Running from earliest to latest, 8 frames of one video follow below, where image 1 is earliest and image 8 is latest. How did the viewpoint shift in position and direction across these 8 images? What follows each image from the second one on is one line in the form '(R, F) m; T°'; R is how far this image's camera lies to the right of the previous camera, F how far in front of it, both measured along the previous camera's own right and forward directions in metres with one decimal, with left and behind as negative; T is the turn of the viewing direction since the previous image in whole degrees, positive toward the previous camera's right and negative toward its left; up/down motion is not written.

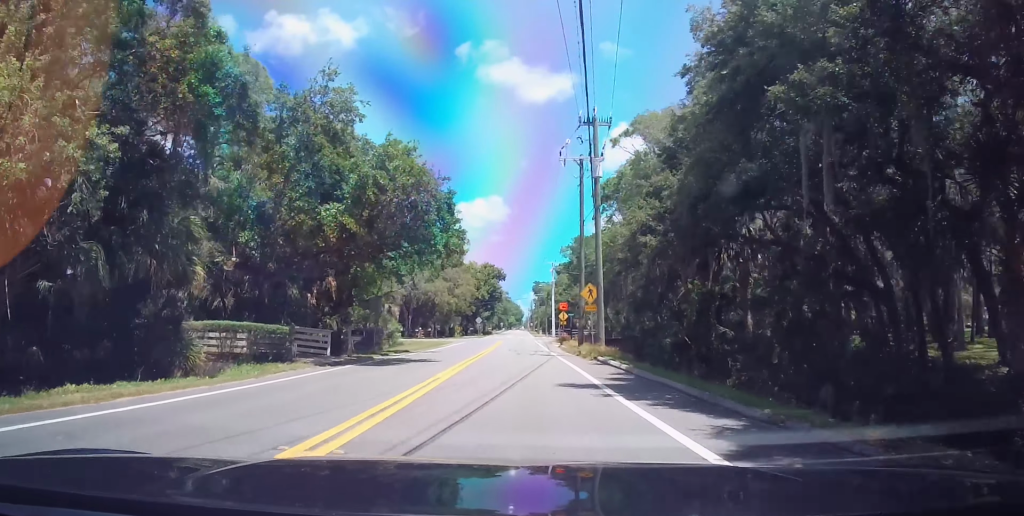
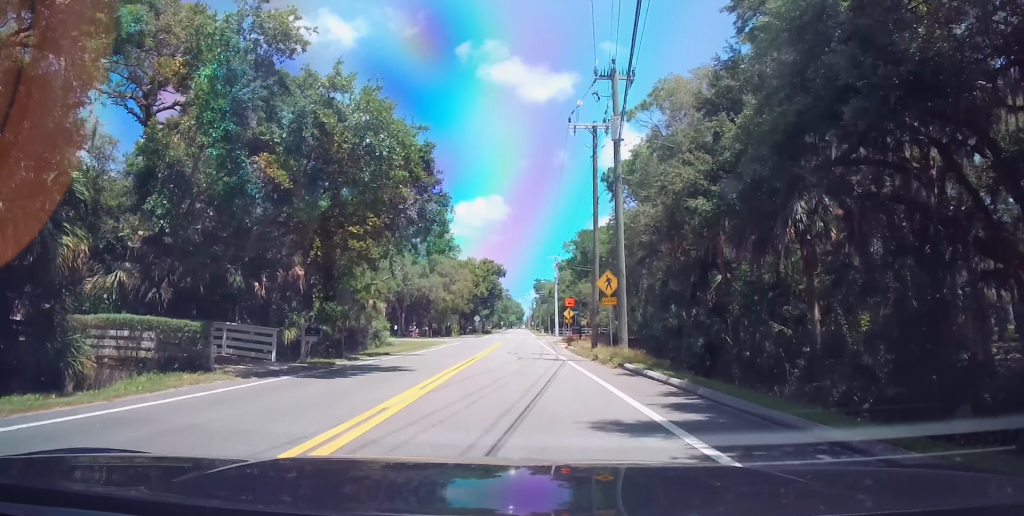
(+0.1, +6.2) m; +1°
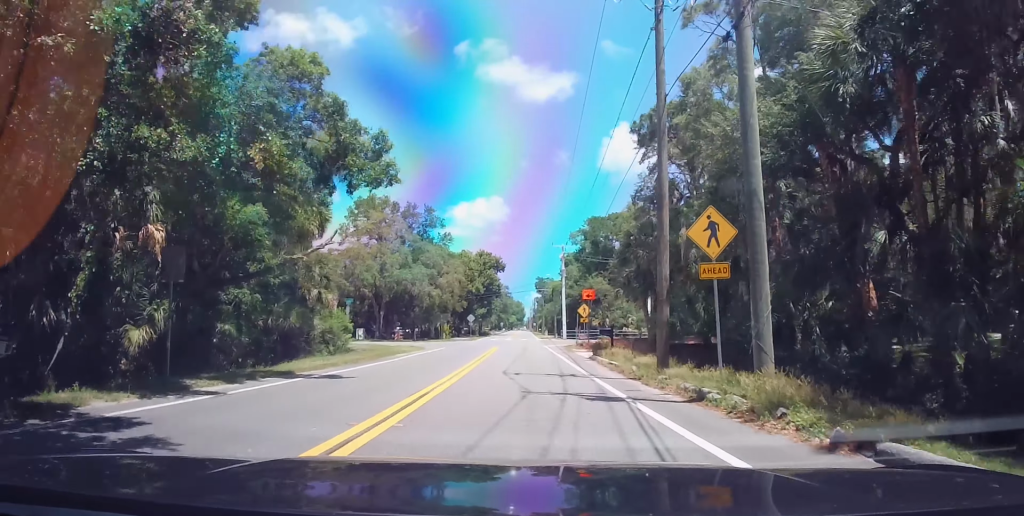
(+0.1, +14.2) m; +1°
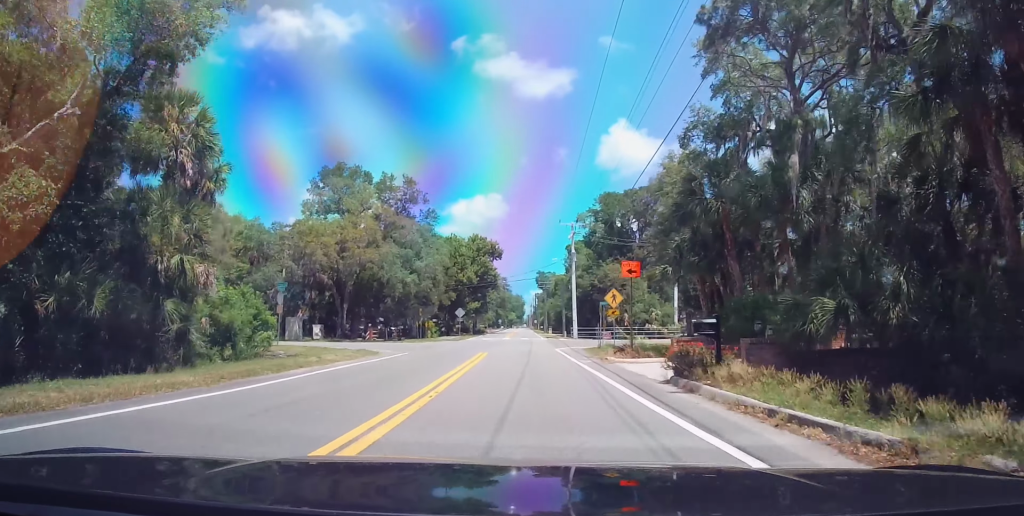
(0.0, +15.5) m; 0°
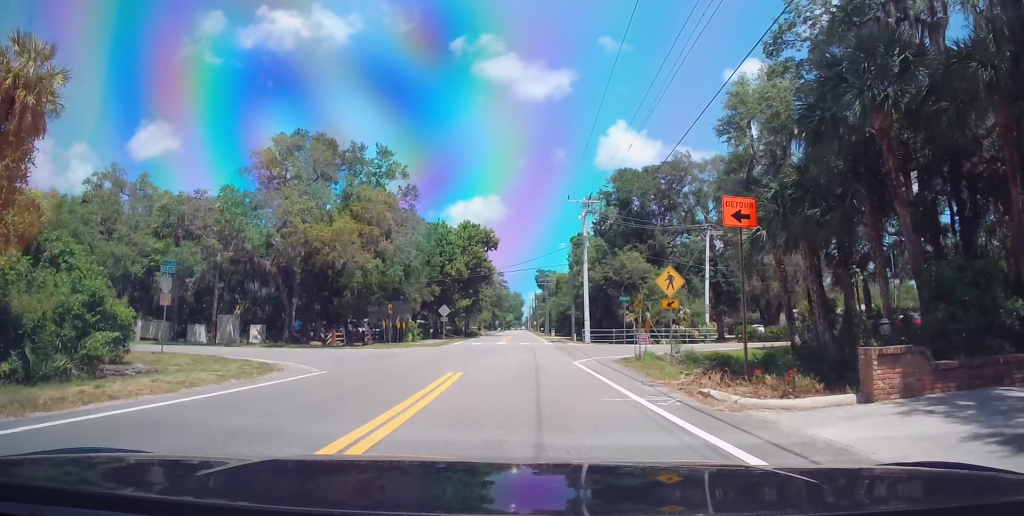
(0.0, +13.0) m; -2°
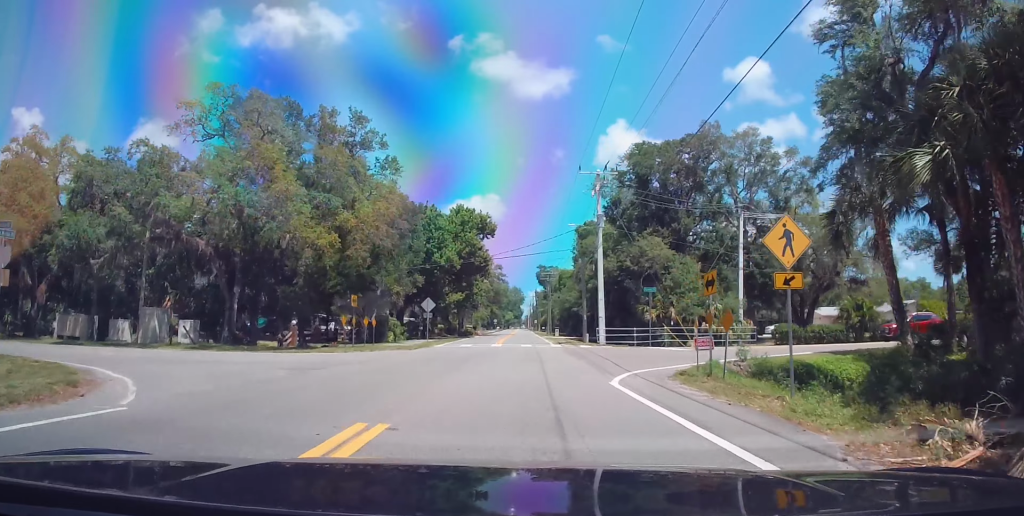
(-0.2, +9.7) m; 0°
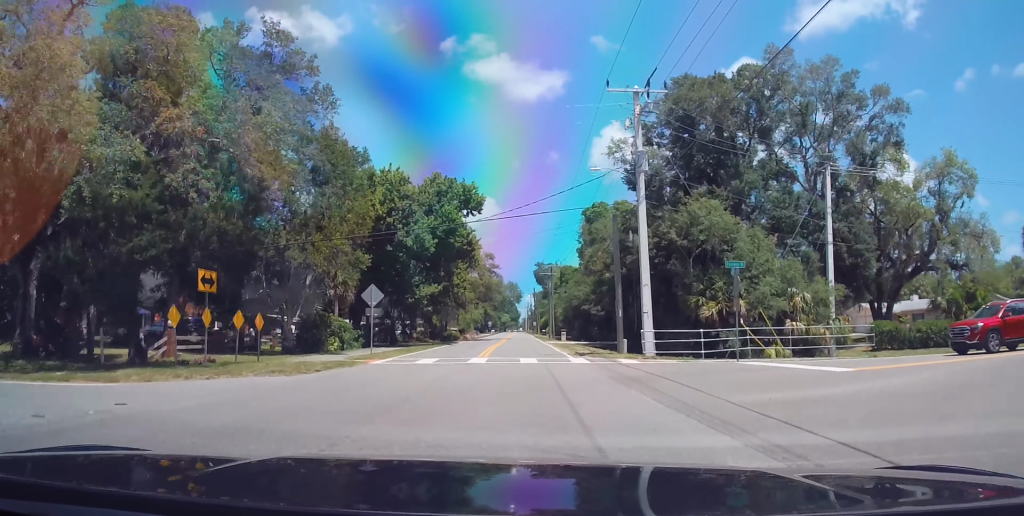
(+0.1, +16.5) m; +1°
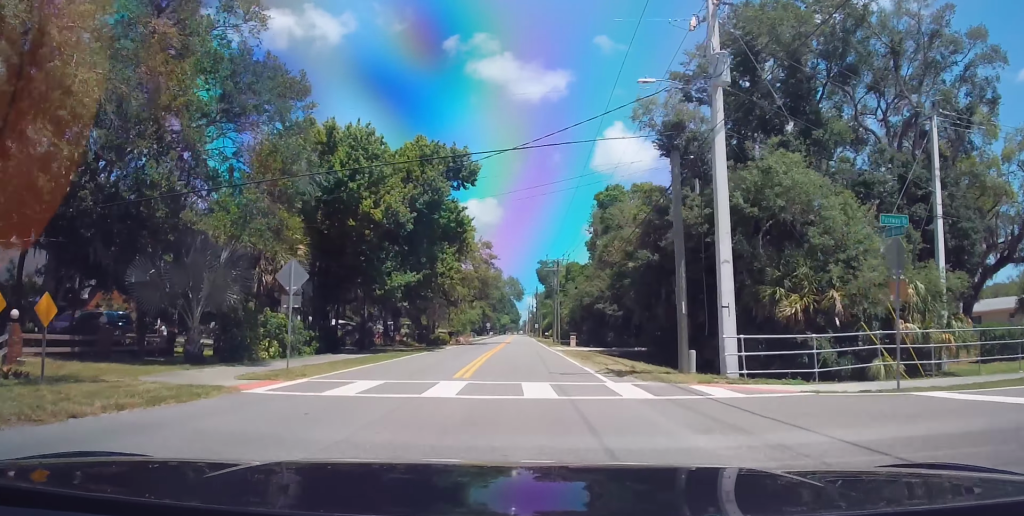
(+0.1, +10.6) m; +1°
